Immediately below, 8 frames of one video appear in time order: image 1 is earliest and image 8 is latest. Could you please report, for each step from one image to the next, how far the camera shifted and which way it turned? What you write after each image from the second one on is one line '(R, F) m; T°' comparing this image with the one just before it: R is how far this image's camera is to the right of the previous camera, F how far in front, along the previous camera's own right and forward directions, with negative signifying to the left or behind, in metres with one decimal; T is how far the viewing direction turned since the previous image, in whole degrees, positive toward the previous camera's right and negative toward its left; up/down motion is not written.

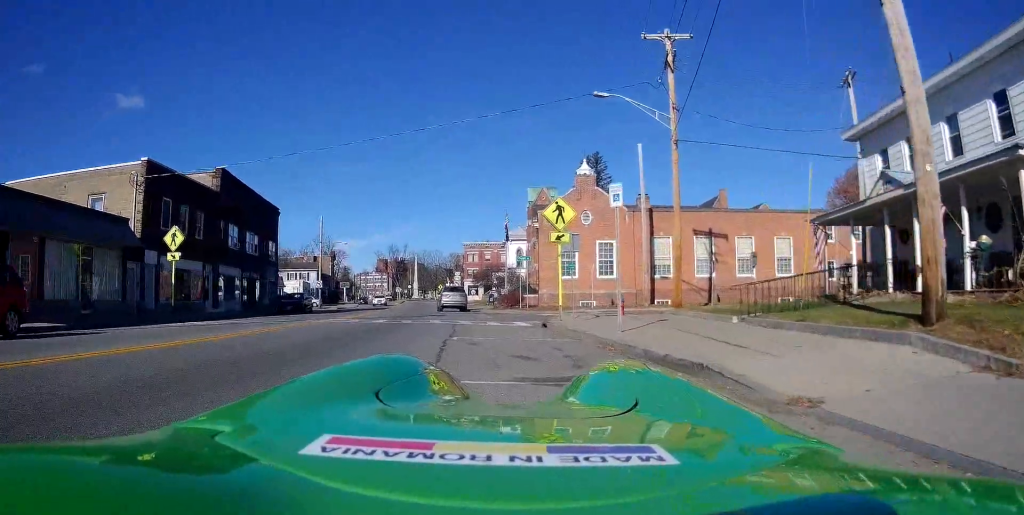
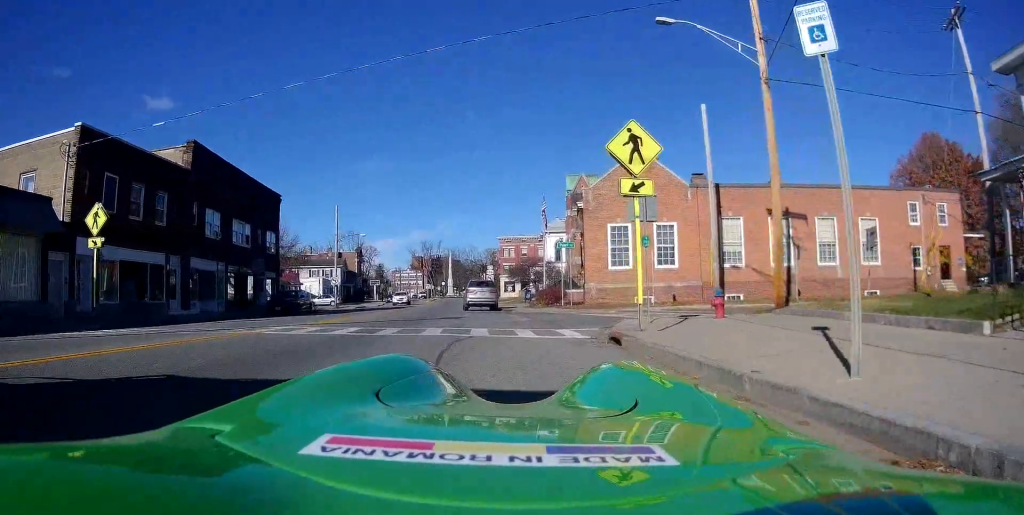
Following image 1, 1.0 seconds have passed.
(-0.8, +7.2) m; -6°
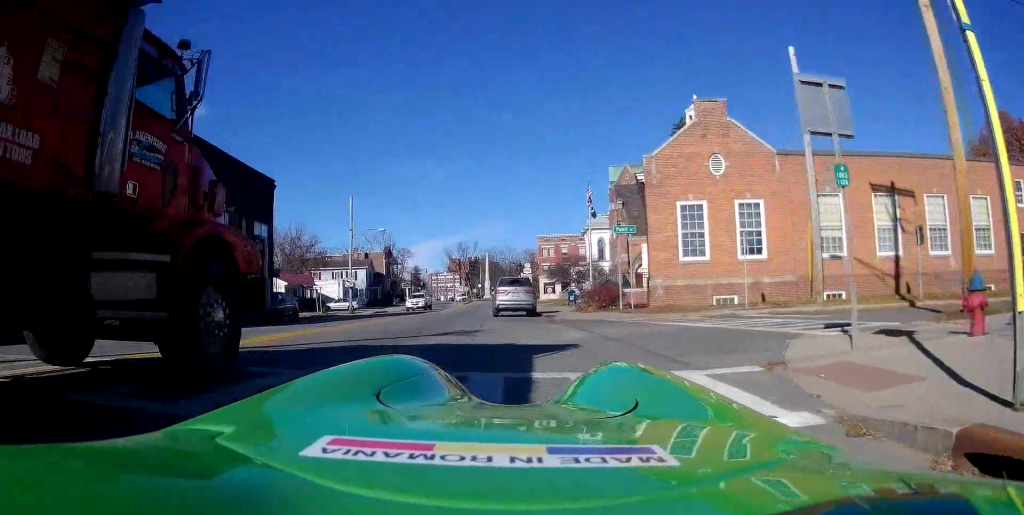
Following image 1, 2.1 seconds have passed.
(+0.1, +7.5) m; 0°
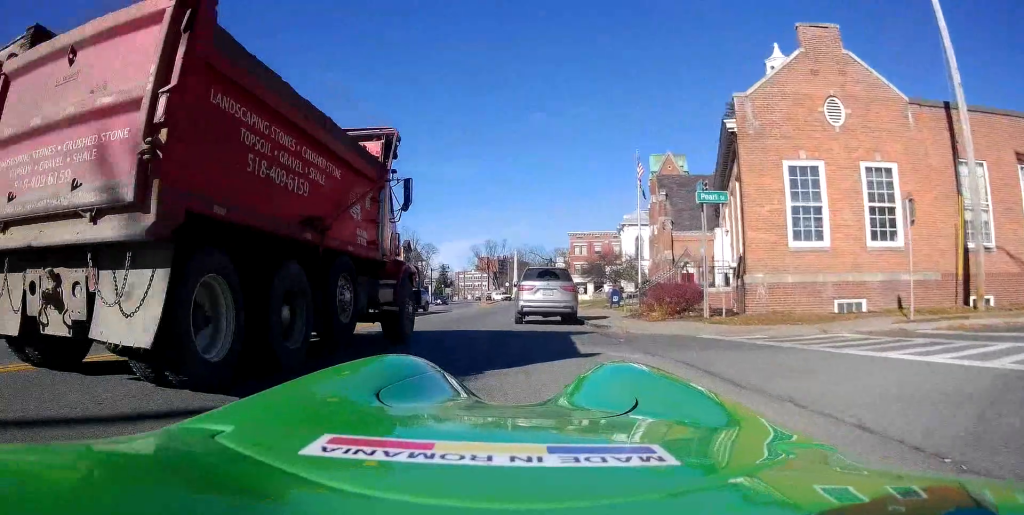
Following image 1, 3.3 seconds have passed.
(-0.2, +8.3) m; -3°
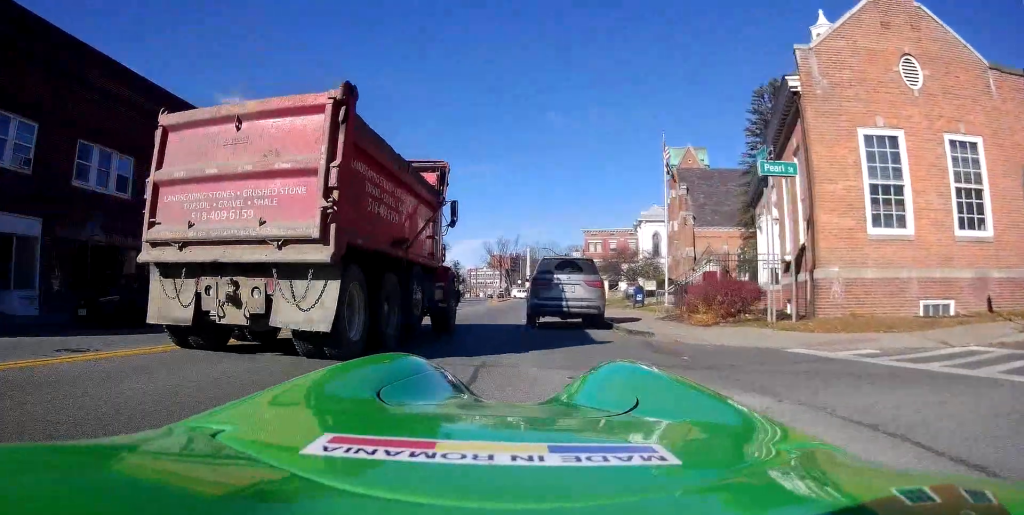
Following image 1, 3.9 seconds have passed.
(0.0, +3.9) m; -2°
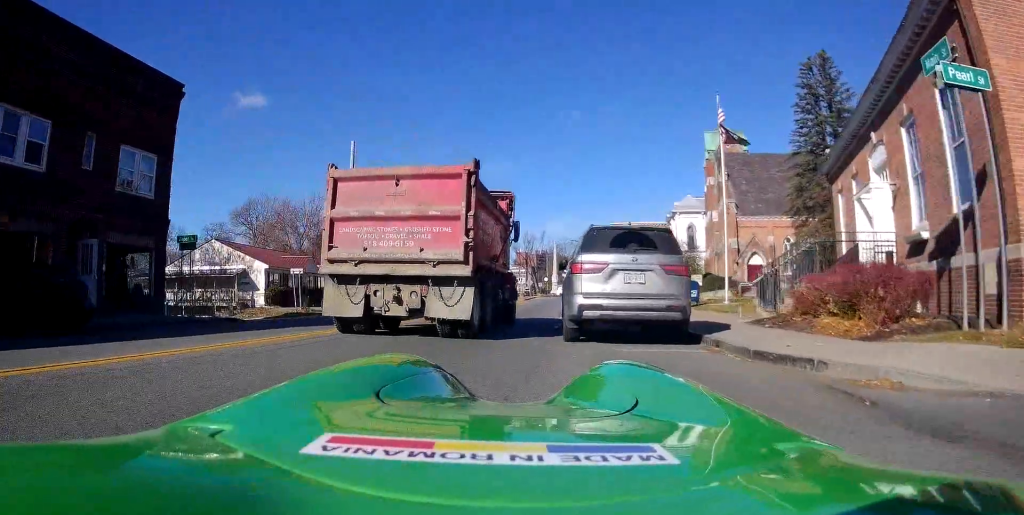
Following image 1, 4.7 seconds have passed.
(-0.2, +6.0) m; -2°
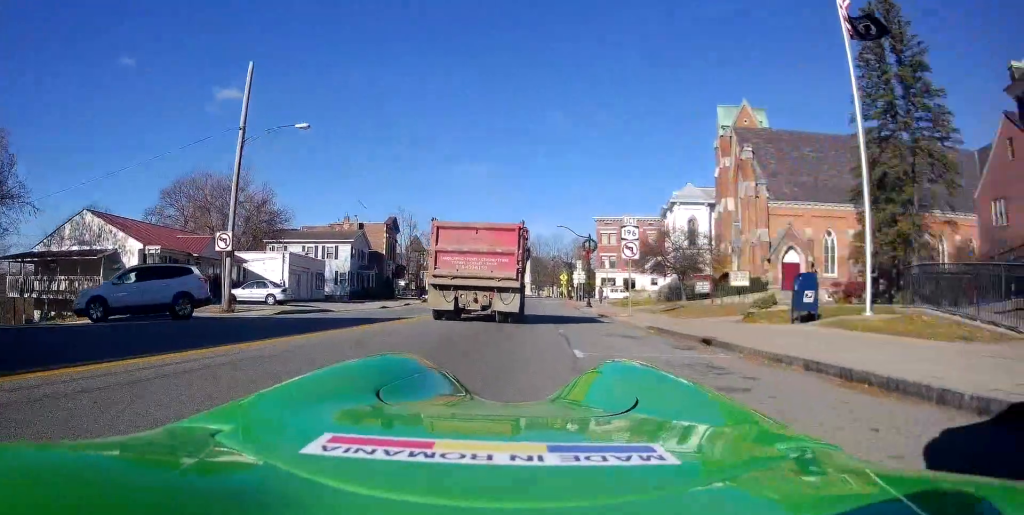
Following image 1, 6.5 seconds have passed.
(+0.1, +13.1) m; +5°
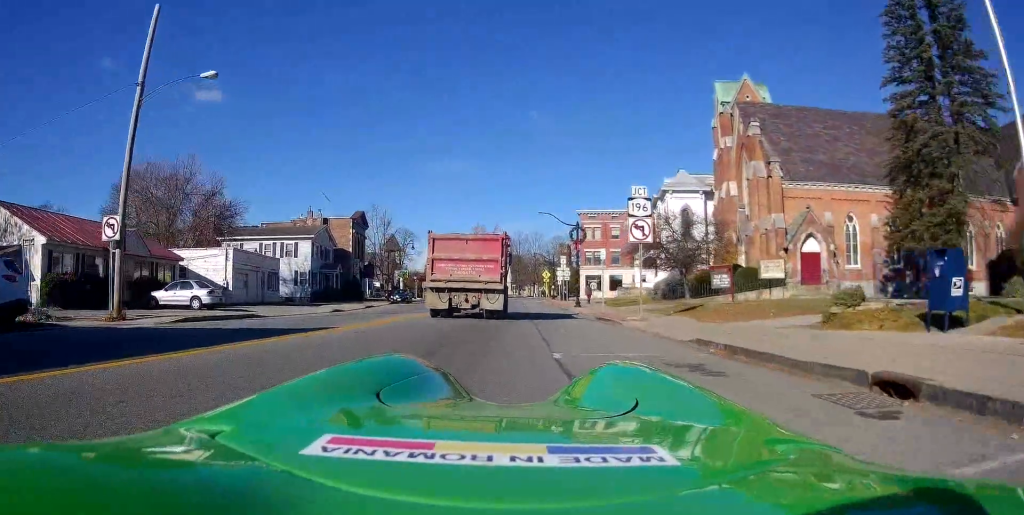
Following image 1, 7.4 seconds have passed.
(+0.3, +6.5) m; +3°
